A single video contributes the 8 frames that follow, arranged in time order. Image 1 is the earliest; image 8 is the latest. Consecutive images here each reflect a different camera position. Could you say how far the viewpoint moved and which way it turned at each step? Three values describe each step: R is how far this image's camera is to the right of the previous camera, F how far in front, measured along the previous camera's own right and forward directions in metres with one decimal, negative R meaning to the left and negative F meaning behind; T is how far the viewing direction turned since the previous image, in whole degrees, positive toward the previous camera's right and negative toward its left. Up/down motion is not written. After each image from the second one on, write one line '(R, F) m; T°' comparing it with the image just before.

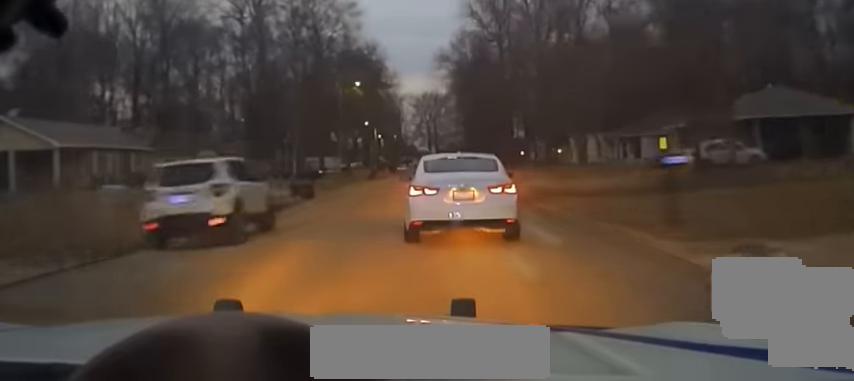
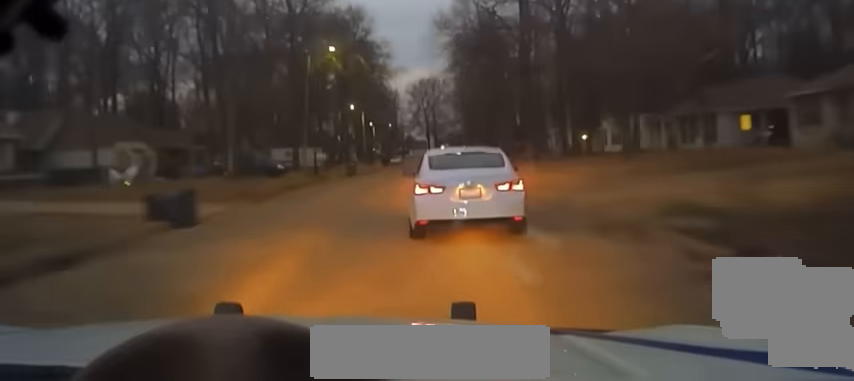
(+0.1, +18.1) m; 0°
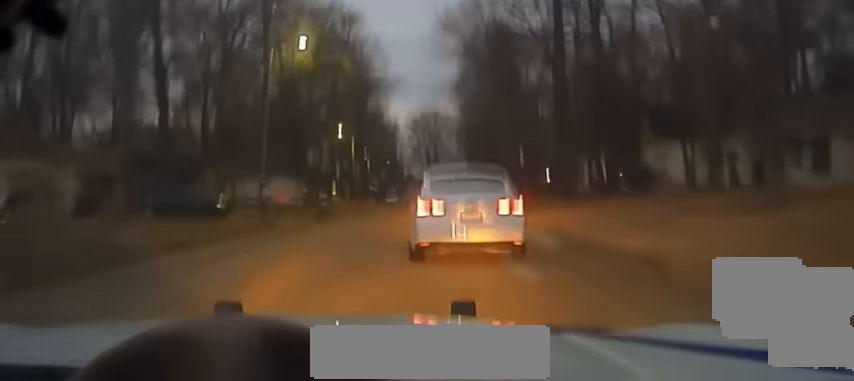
(0.0, +14.2) m; 0°
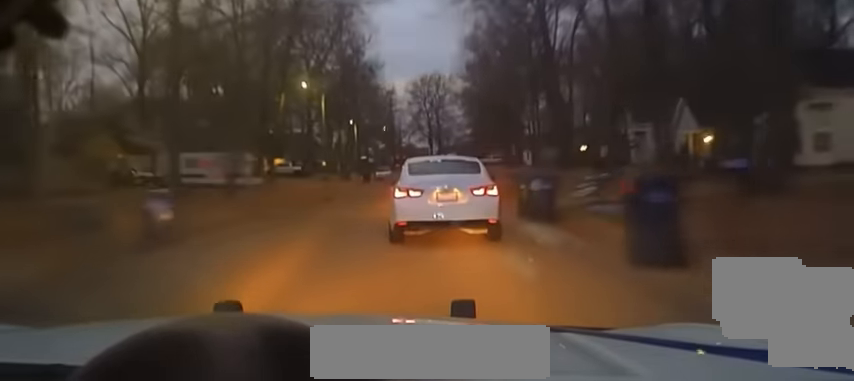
(0.0, +23.9) m; 0°
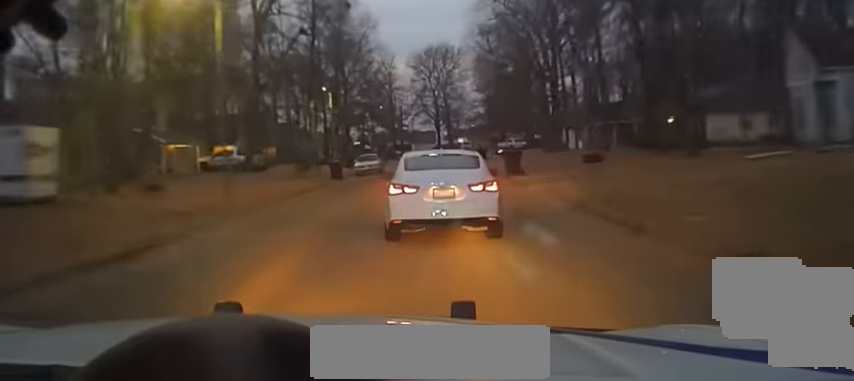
(0.0, +29.0) m; 0°
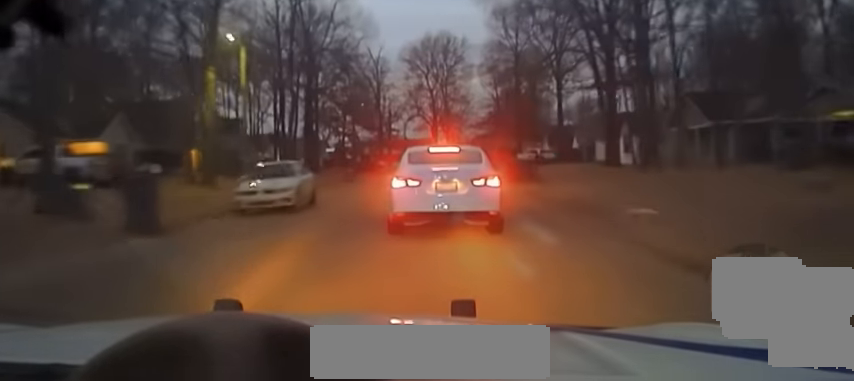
(0.0, +31.9) m; 0°
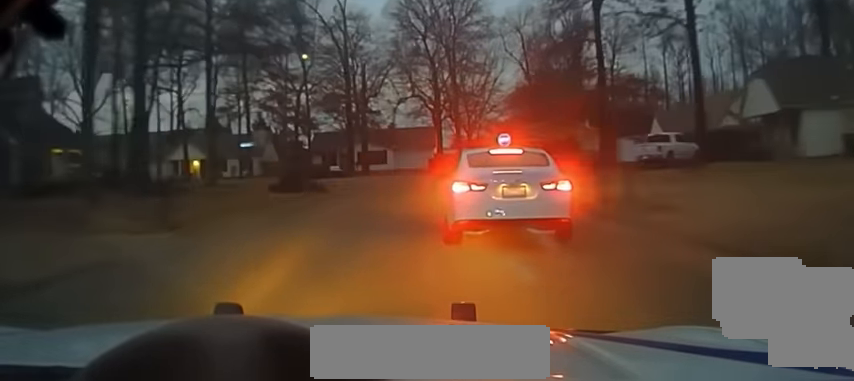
(-0.6, +48.6) m; -1°
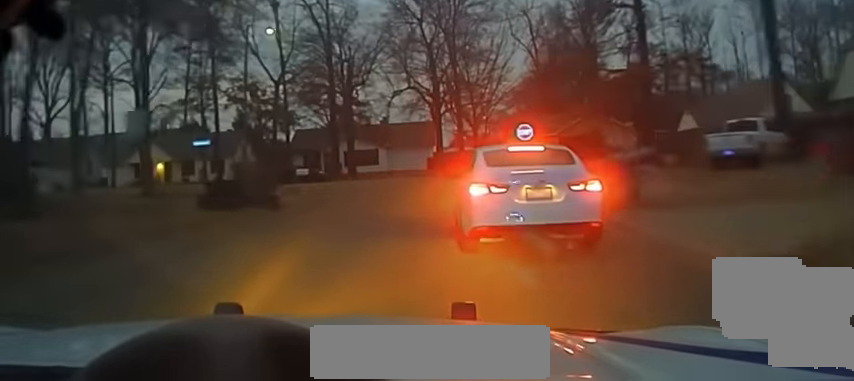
(+0.3, +11.6) m; -1°
